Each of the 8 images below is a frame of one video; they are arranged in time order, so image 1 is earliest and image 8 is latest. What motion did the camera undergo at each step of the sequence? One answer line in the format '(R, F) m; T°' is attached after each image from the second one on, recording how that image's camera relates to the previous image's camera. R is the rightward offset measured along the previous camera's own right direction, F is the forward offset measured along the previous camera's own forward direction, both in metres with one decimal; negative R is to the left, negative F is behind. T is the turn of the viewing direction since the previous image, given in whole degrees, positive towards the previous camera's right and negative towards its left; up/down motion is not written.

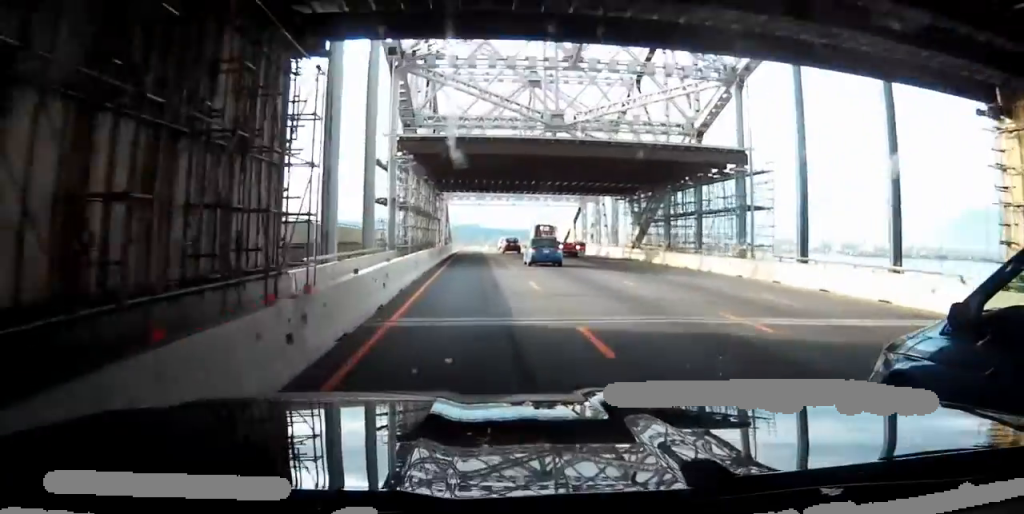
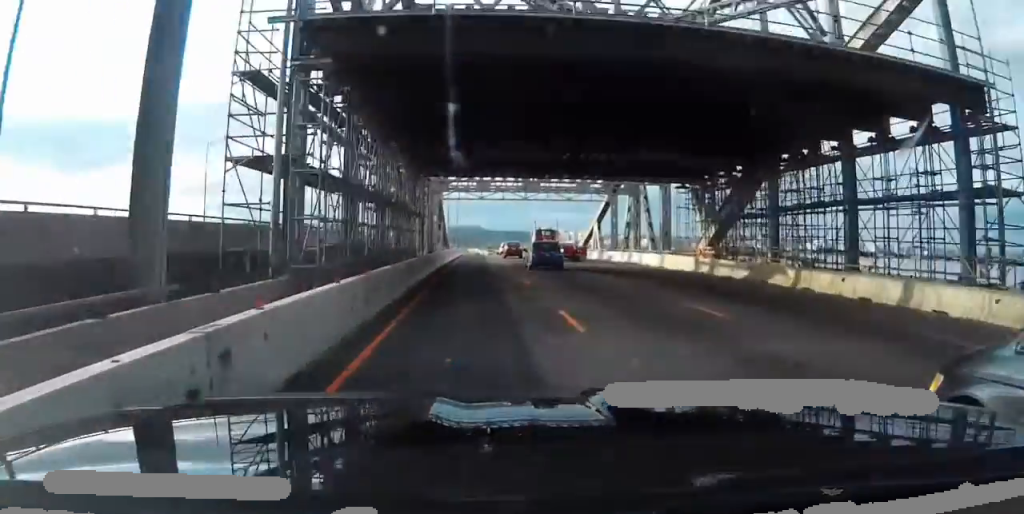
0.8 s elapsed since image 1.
(+0.6, +20.8) m; +2°
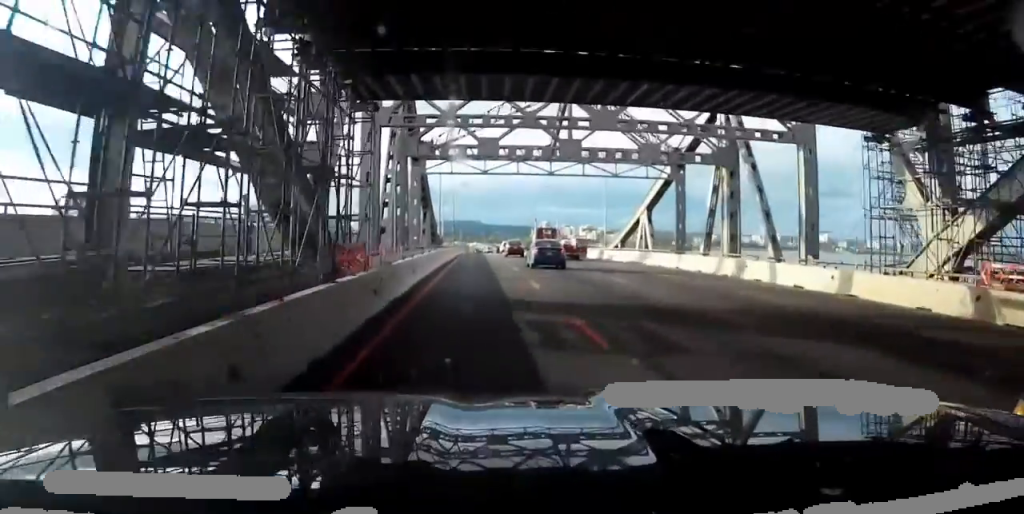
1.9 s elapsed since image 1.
(+0.2, +26.1) m; +1°
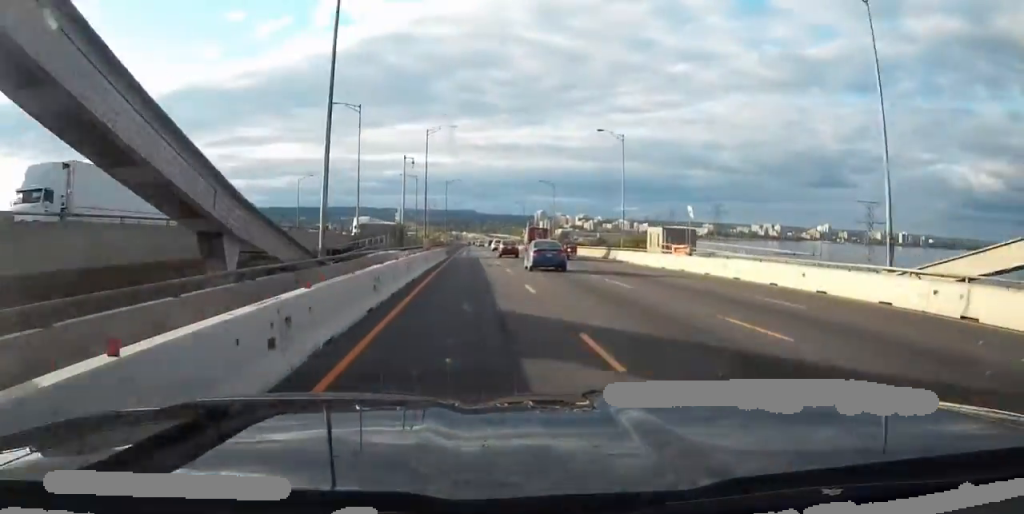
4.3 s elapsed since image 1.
(-0.3, +61.8) m; -1°
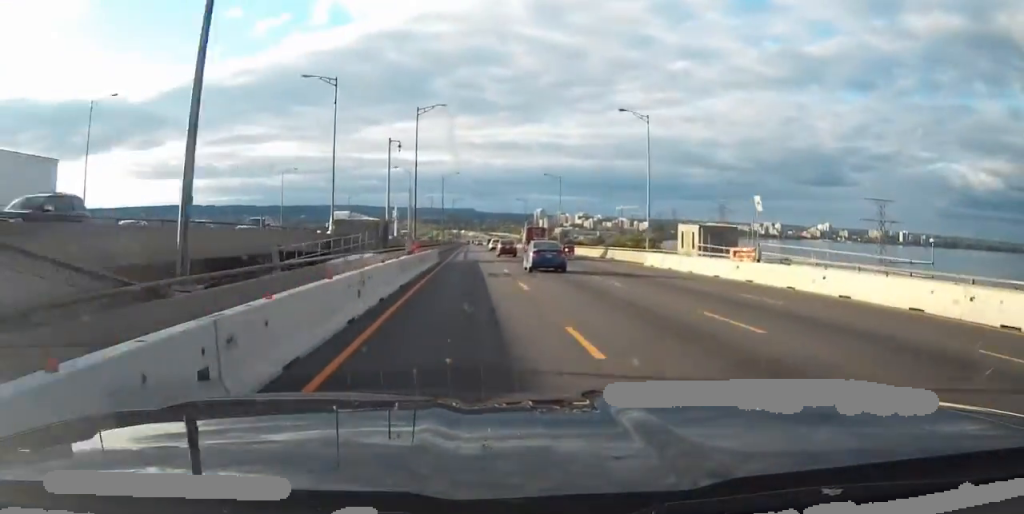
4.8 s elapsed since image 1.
(0.0, +11.4) m; 0°
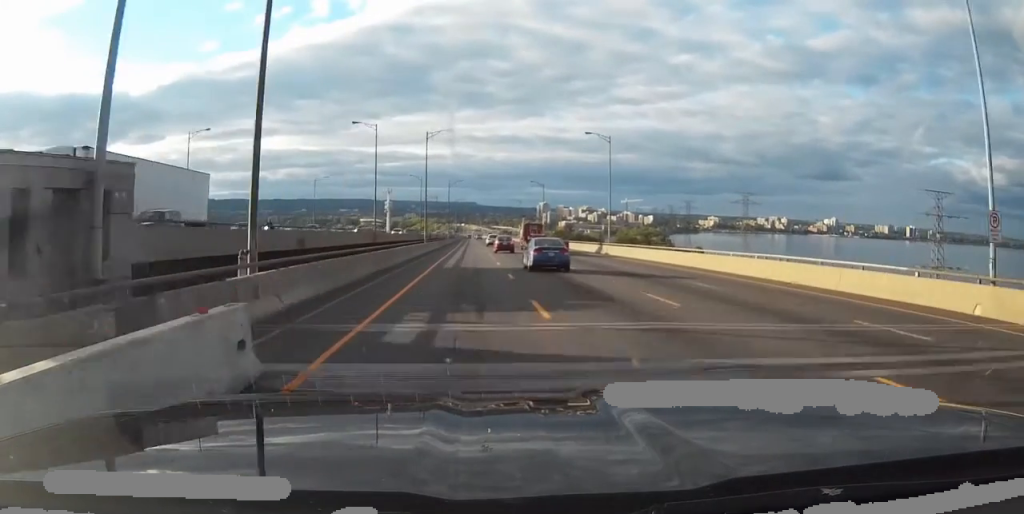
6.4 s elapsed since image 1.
(-0.5, +44.5) m; -1°
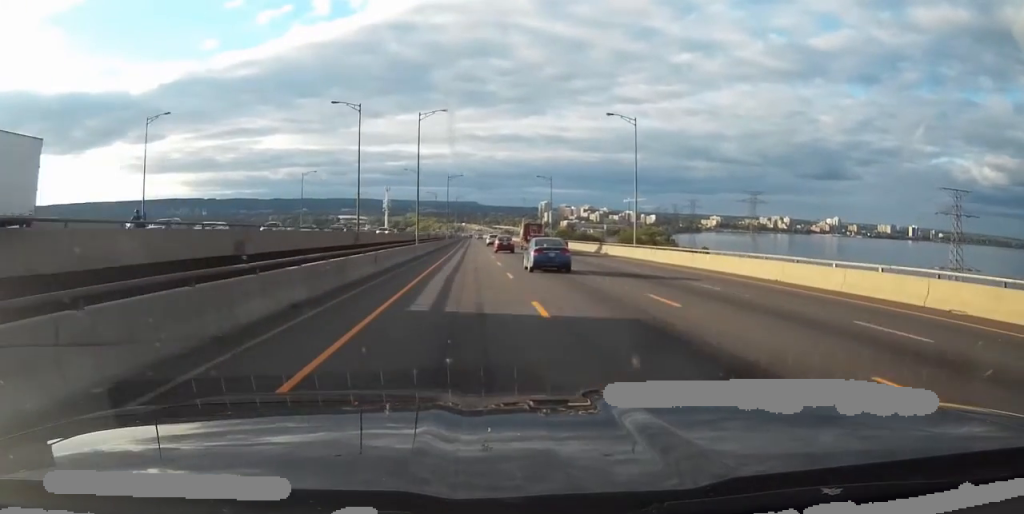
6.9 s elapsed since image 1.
(0.0, +12.7) m; 0°
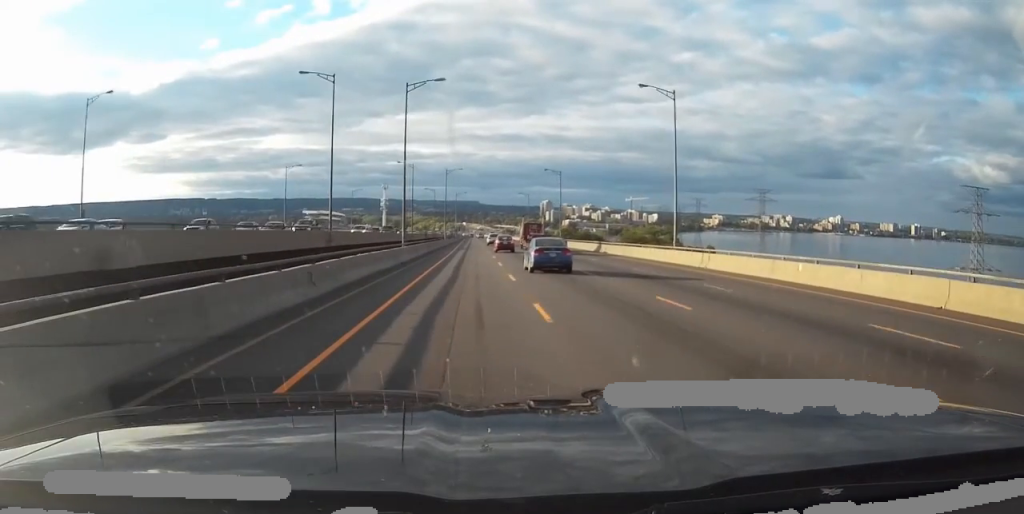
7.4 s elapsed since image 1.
(0.0, +12.7) m; 0°
